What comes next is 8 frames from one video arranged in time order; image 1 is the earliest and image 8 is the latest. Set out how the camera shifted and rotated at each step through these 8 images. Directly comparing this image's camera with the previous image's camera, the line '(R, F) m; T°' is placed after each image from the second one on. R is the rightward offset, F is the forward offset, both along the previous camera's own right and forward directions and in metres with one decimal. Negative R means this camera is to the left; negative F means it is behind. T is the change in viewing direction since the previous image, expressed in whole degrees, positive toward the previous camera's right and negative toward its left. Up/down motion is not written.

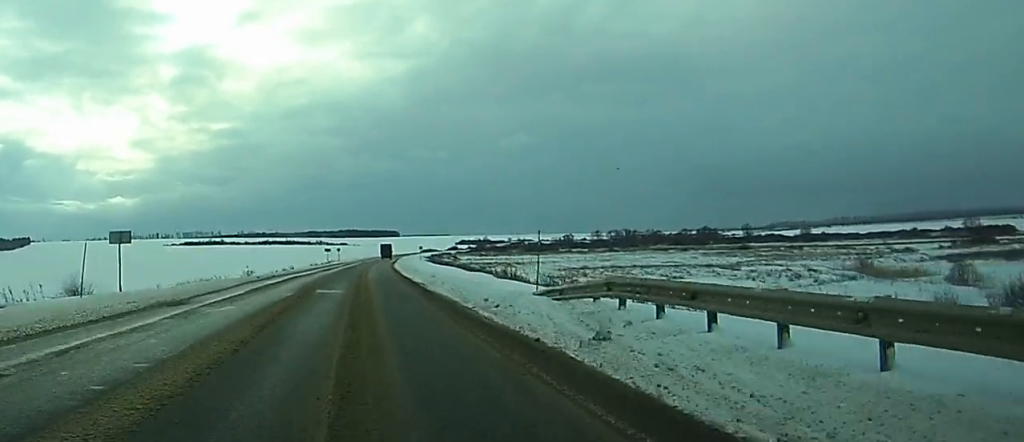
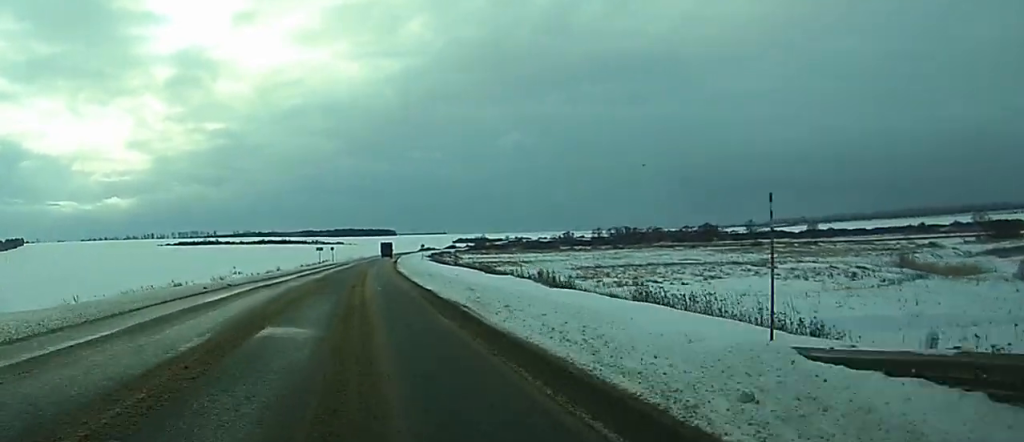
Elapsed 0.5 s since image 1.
(+0.1, +15.0) m; 0°
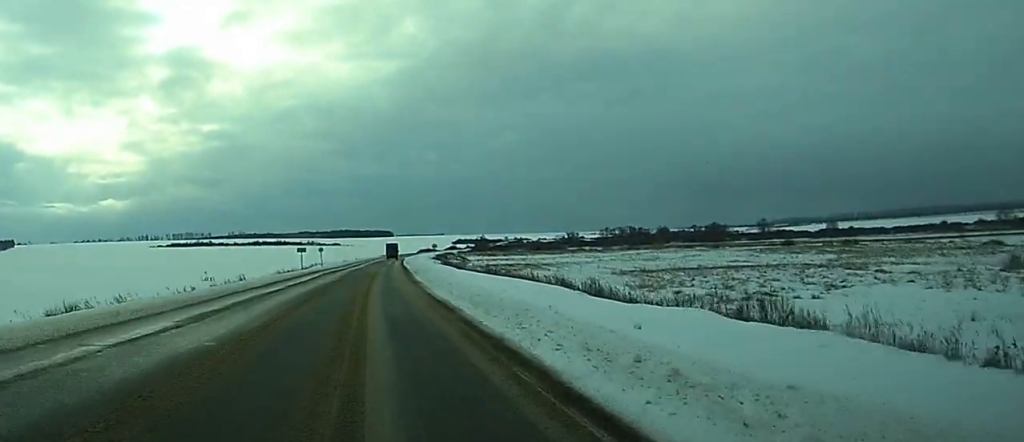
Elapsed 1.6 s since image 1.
(+0.1, +30.8) m; 0°
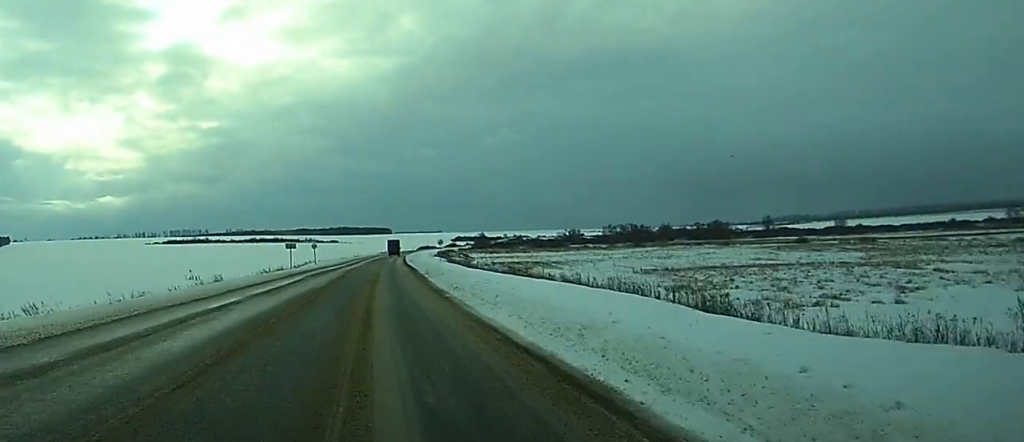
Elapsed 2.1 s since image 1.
(0.0, +12.1) m; 0°
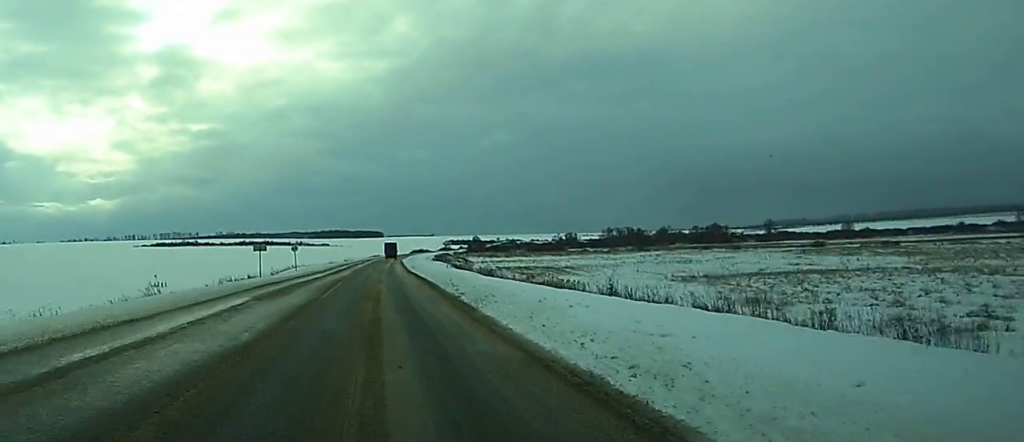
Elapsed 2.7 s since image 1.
(0.0, +18.6) m; 0°
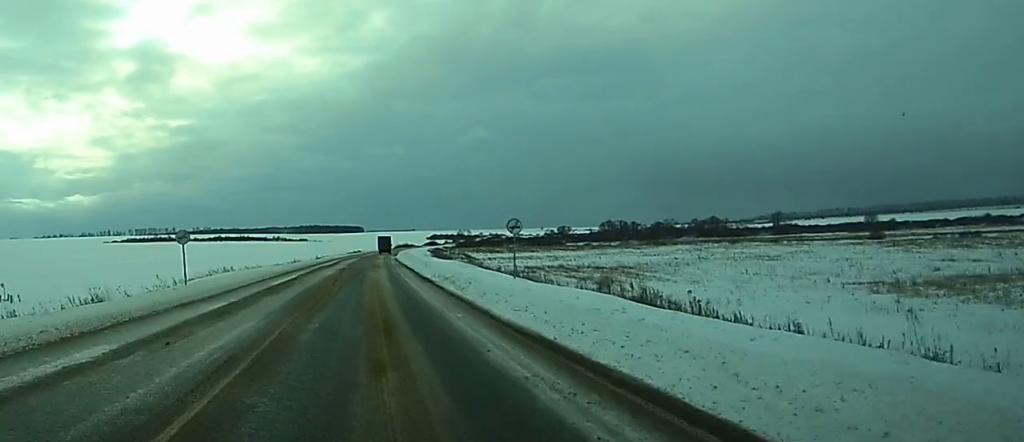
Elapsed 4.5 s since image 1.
(+0.5, +48.4) m; +1°
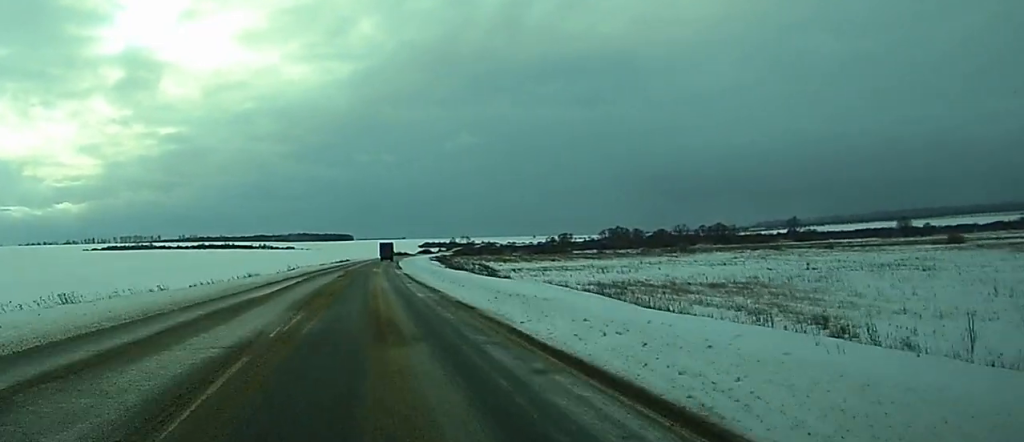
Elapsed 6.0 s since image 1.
(+0.4, +42.9) m; +1°
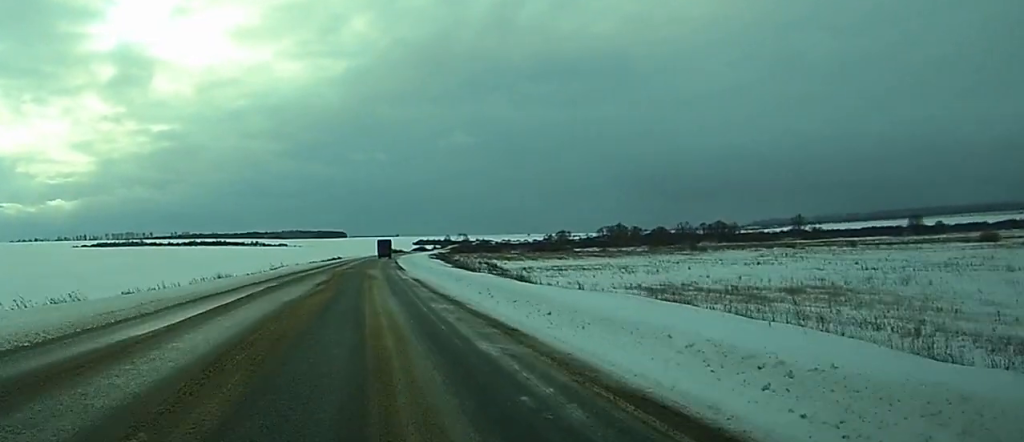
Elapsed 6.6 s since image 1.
(0.0, +15.8) m; 0°
